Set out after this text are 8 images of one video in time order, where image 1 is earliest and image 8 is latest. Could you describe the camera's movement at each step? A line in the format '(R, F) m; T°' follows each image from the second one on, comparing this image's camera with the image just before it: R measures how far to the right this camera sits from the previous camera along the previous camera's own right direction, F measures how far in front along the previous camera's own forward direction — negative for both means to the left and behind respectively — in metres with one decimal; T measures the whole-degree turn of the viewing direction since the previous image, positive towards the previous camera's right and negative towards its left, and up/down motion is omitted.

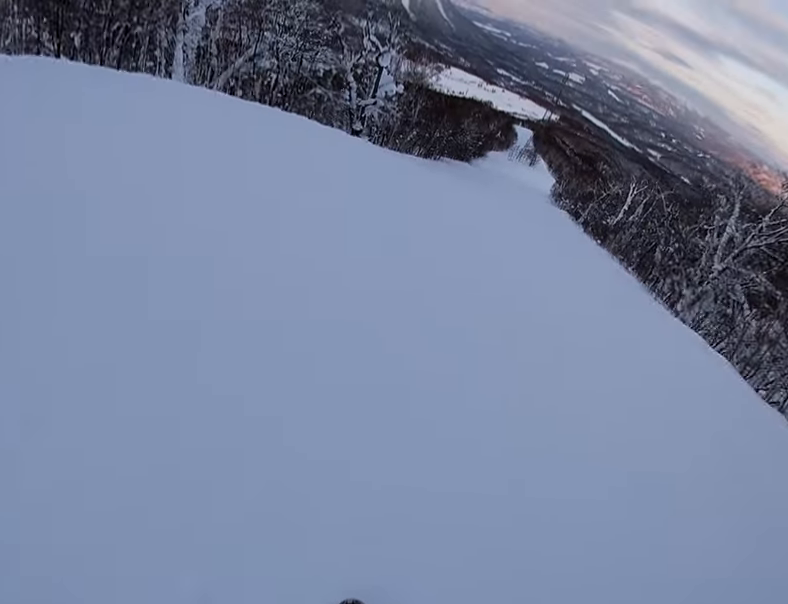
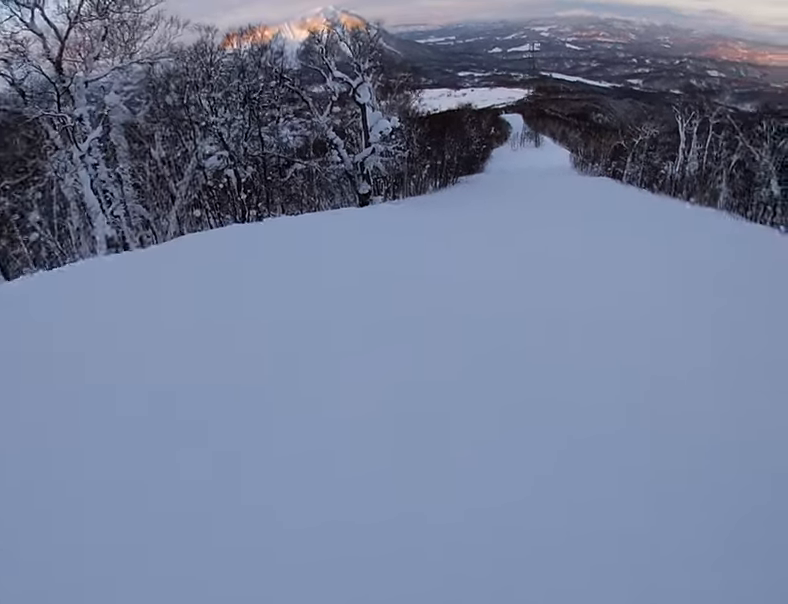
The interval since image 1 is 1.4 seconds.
(-2.1, +12.6) m; -4°
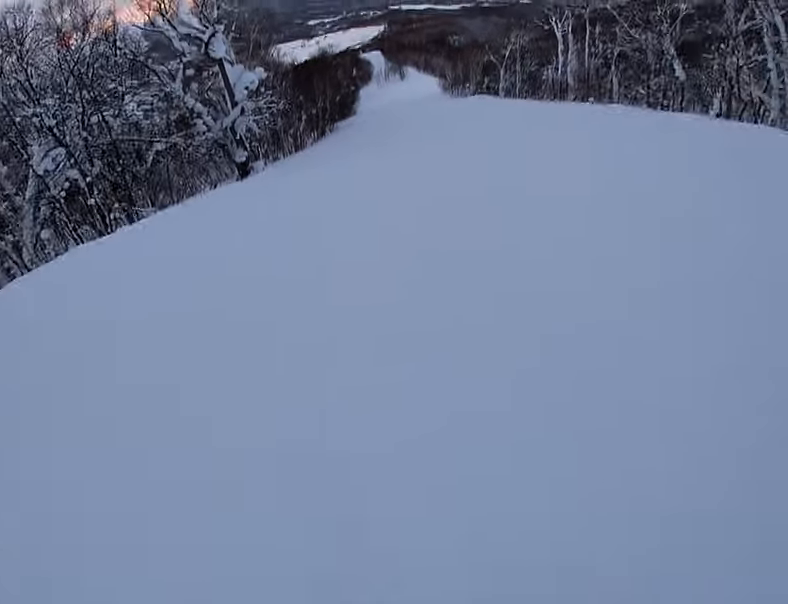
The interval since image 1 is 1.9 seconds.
(+0.2, +4.7) m; +7°
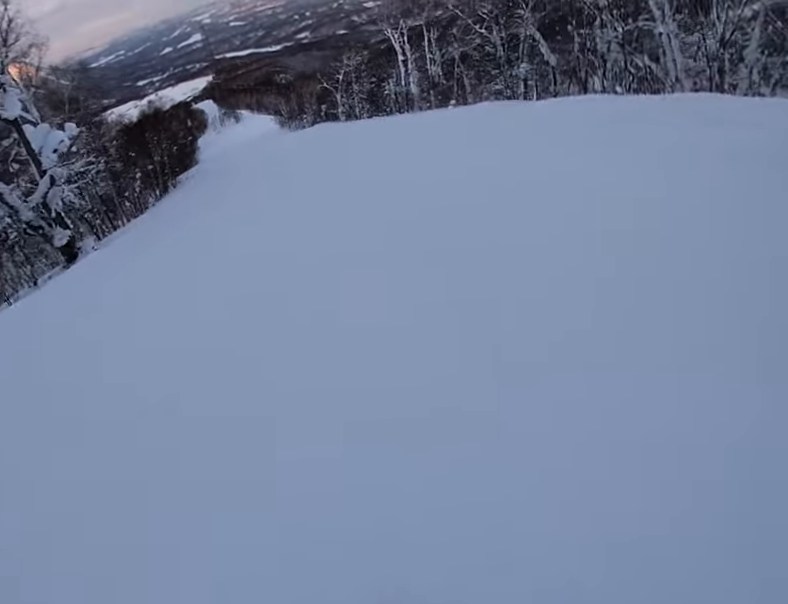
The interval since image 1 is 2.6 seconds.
(+0.4, +7.2) m; +13°
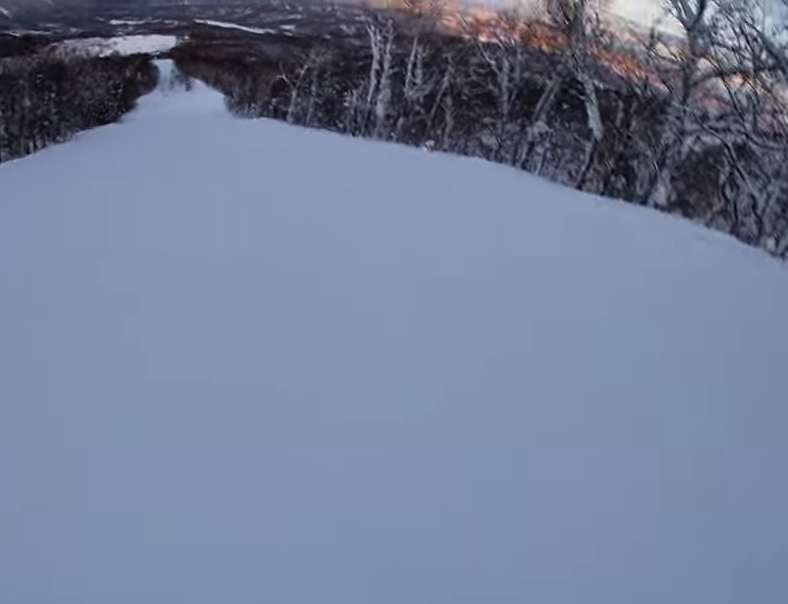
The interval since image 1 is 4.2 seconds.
(+3.8, +15.2) m; +12°
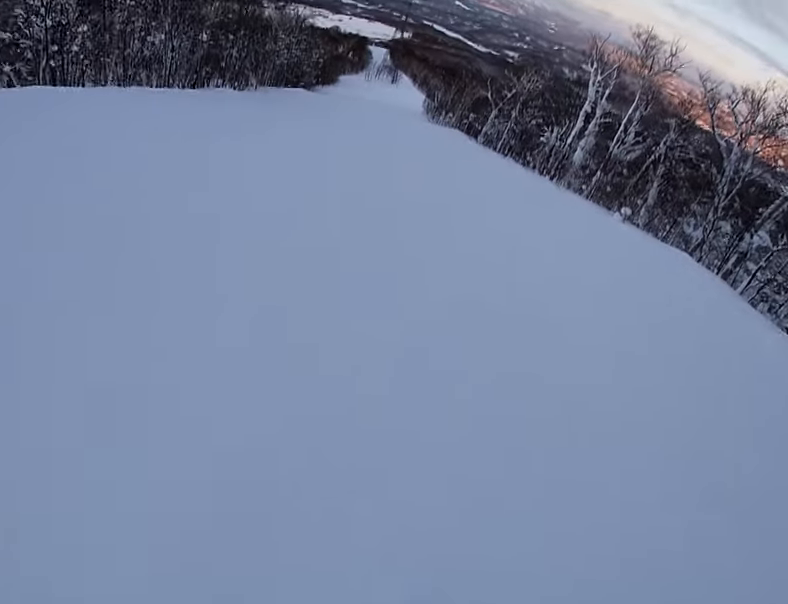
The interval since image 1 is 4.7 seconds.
(+0.3, +5.0) m; -5°
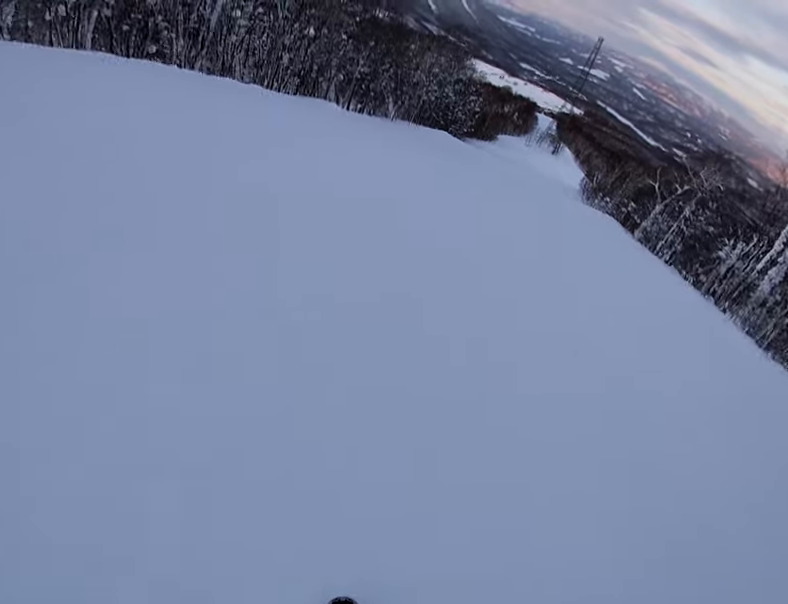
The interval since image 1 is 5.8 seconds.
(-2.3, +10.5) m; -24°
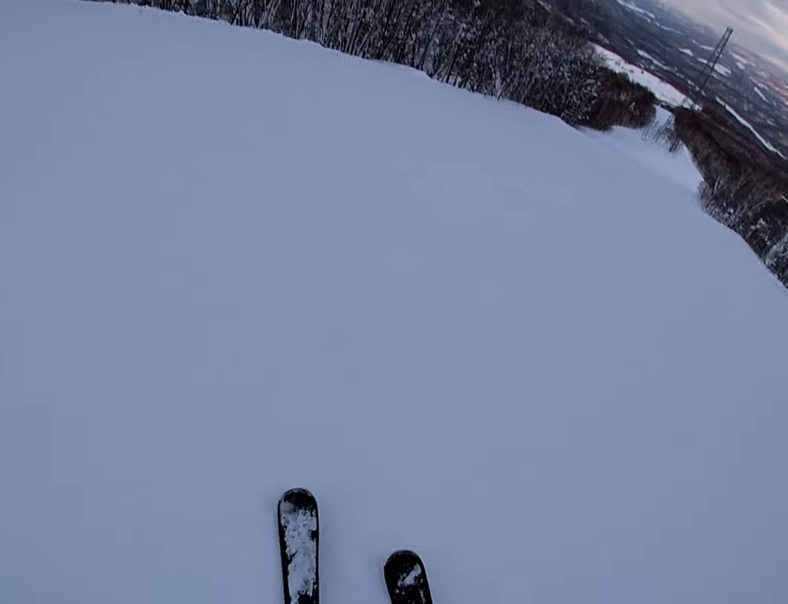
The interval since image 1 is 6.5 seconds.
(-1.0, +6.5) m; -13°
